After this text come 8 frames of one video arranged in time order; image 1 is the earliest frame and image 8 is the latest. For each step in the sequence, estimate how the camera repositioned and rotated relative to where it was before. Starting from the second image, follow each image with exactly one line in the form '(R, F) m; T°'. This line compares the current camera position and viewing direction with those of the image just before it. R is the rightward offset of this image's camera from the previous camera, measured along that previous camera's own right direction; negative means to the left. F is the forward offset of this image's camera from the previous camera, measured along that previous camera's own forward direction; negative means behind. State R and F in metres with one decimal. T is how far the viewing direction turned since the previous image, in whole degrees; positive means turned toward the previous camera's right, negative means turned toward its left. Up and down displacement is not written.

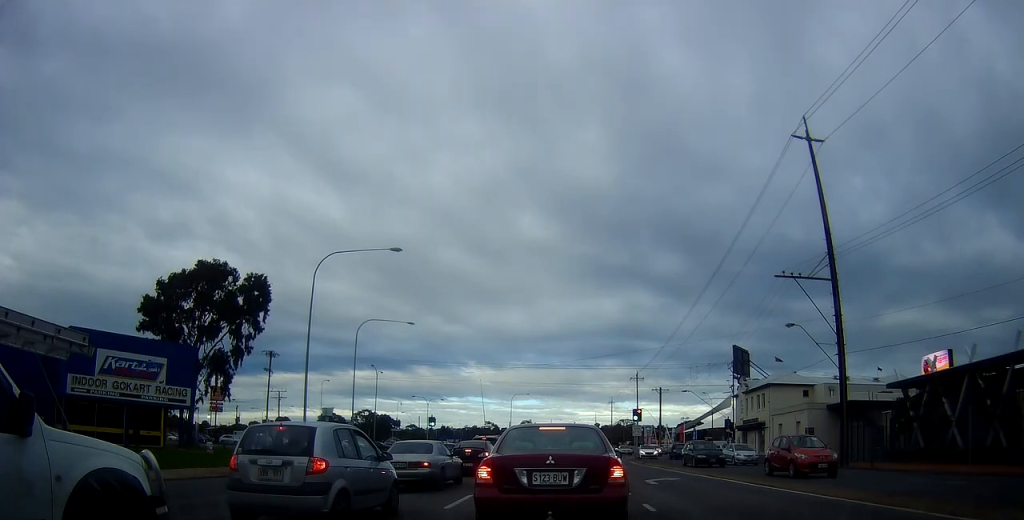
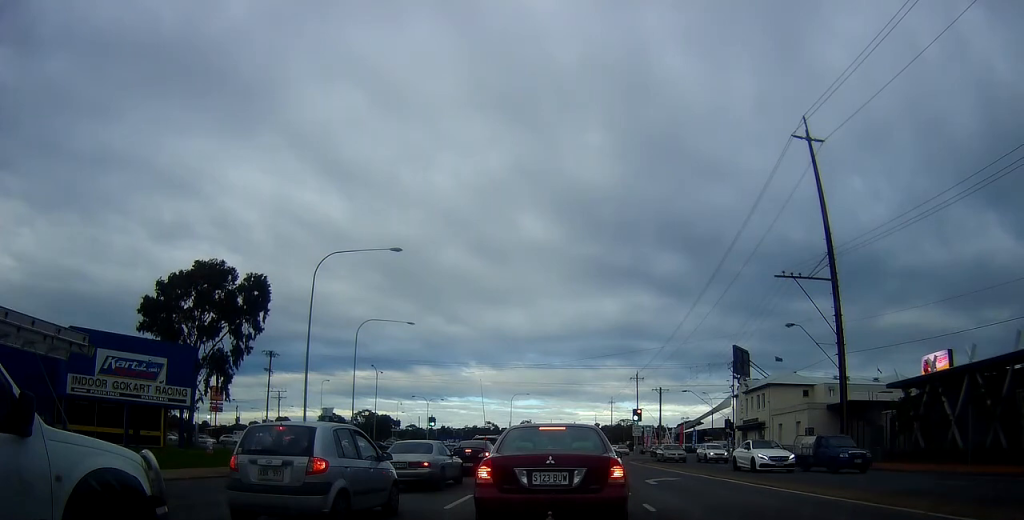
(0.0, 0.0) m; 0°
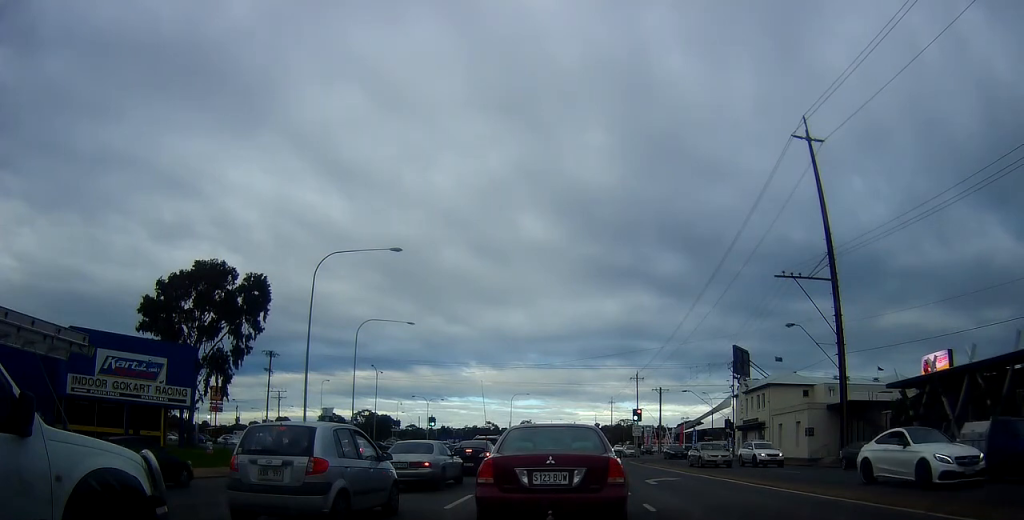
(0.0, 0.0) m; 0°
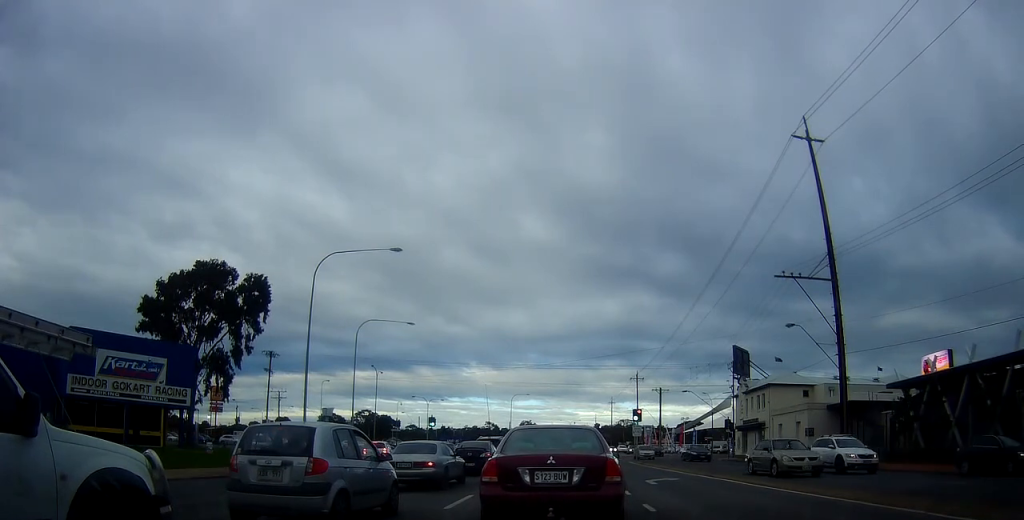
(0.0, +0.1) m; 0°
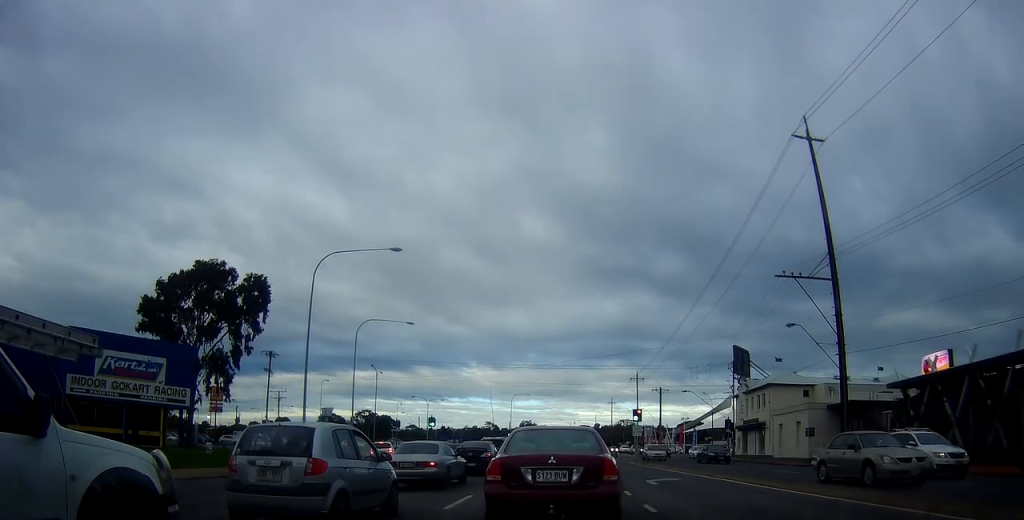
(0.0, +0.1) m; 0°
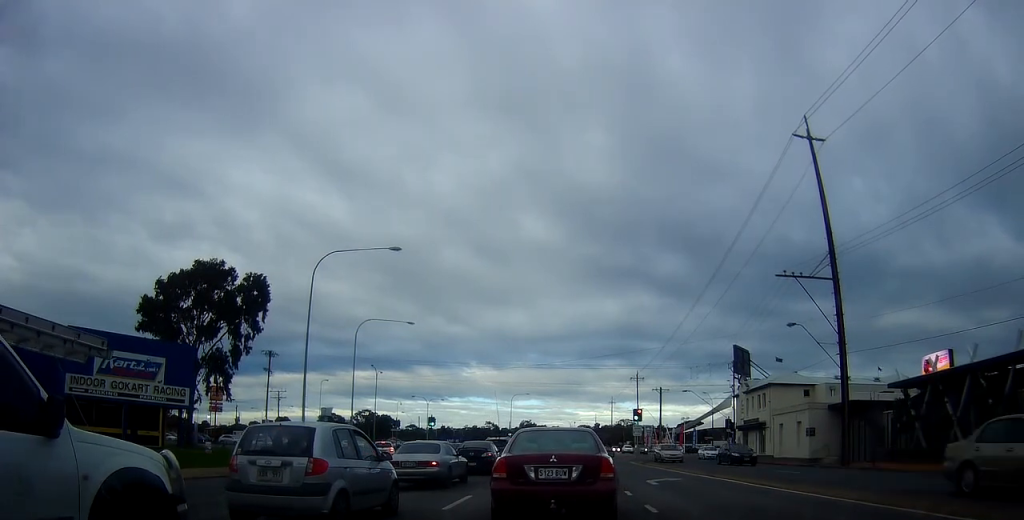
(0.0, +0.1) m; 0°
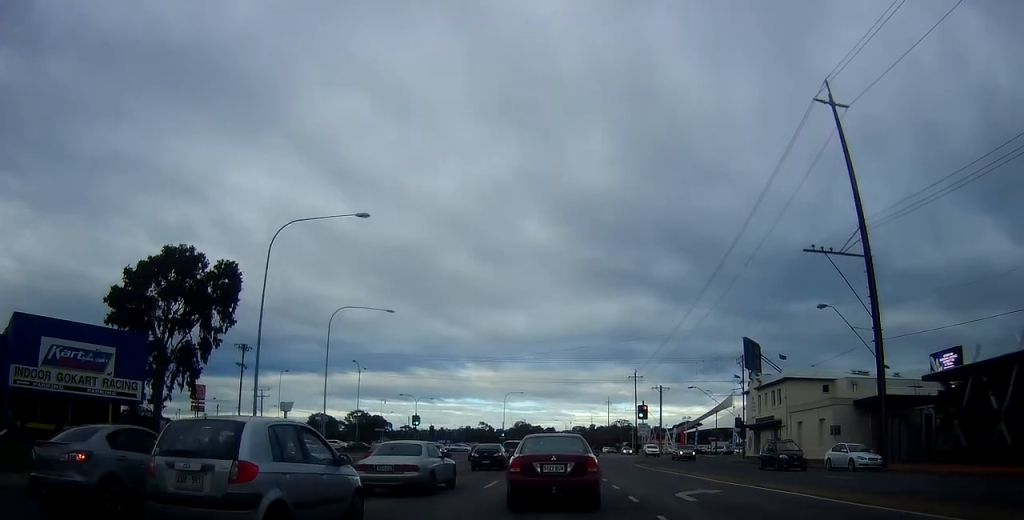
(-0.4, +3.8) m; +3°
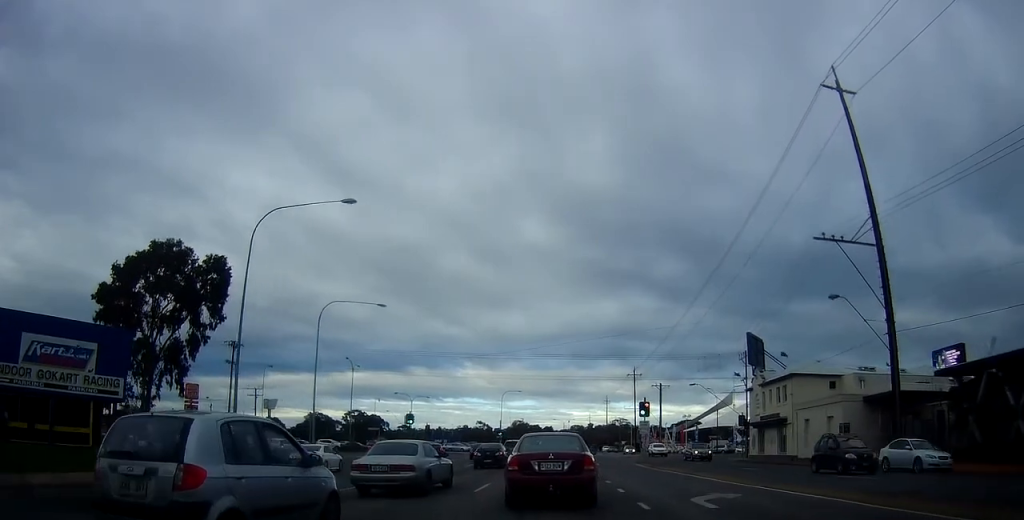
(+0.1, +1.4) m; +3°
